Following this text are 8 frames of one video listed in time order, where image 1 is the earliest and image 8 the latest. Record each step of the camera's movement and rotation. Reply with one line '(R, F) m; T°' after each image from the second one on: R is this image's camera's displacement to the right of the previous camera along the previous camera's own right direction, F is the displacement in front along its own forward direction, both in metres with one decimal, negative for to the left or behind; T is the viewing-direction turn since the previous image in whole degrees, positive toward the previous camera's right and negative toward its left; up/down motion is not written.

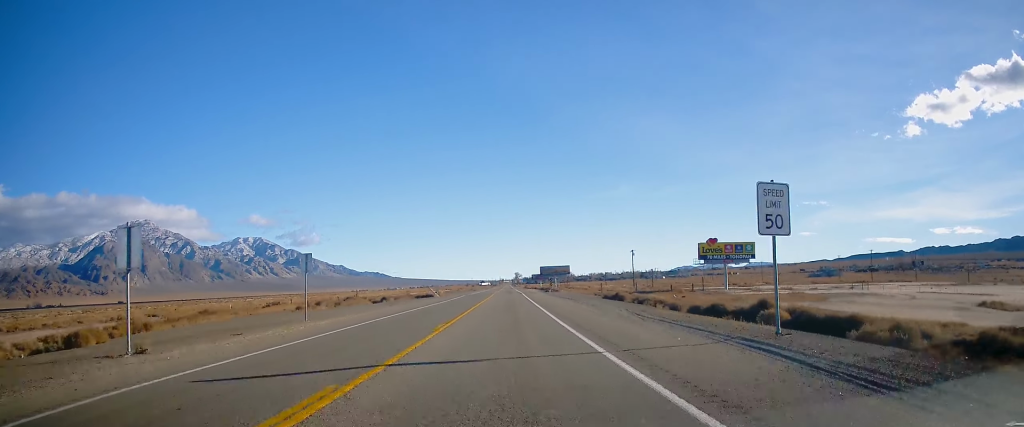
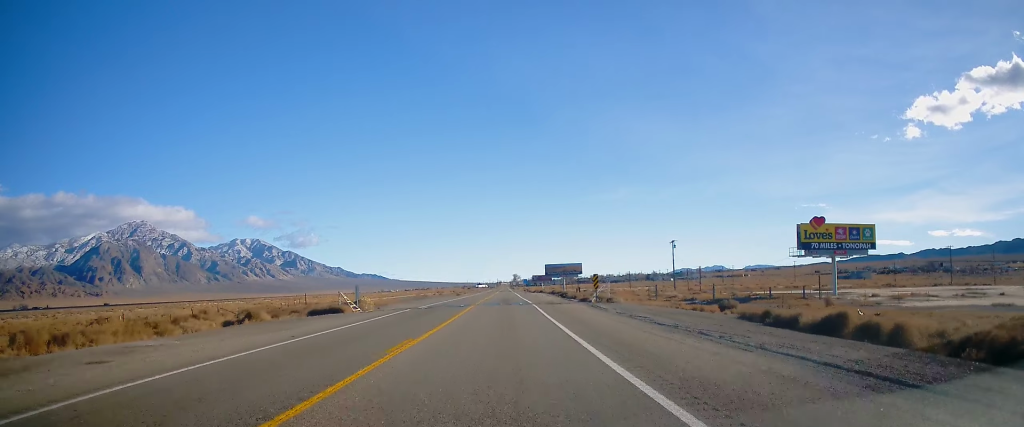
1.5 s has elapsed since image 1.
(-0.4, +42.3) m; 0°
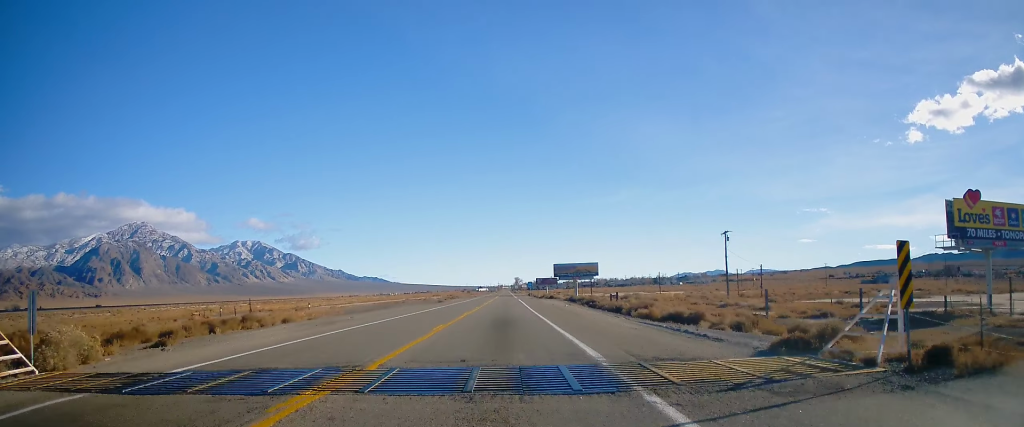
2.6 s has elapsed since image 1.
(+0.5, +29.6) m; 0°
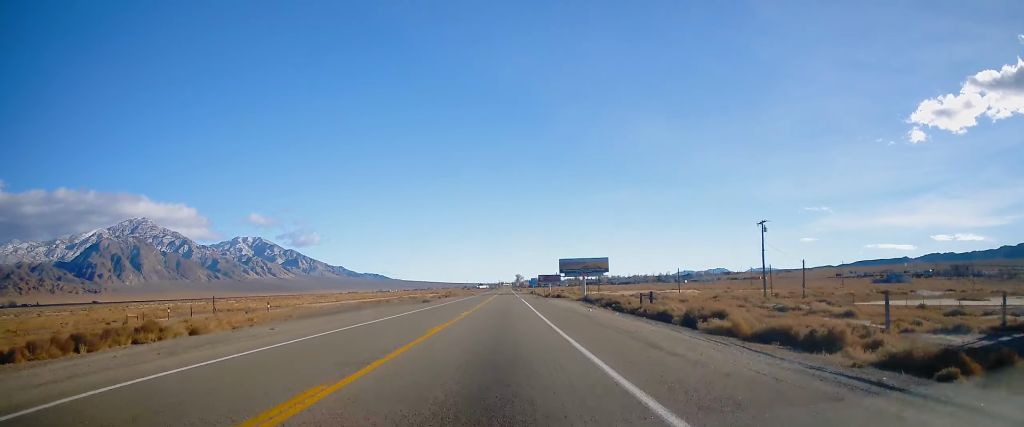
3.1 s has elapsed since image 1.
(-0.3, +13.5) m; 0°
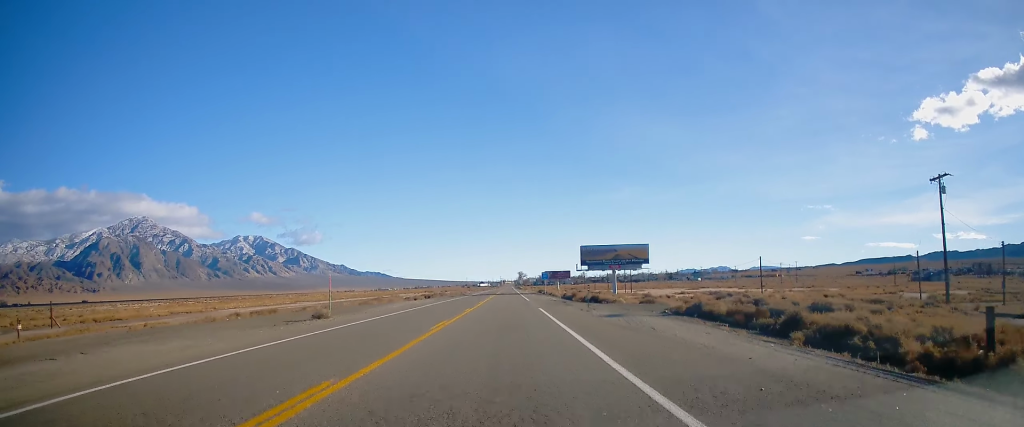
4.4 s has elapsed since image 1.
(+0.1, +36.5) m; +1°
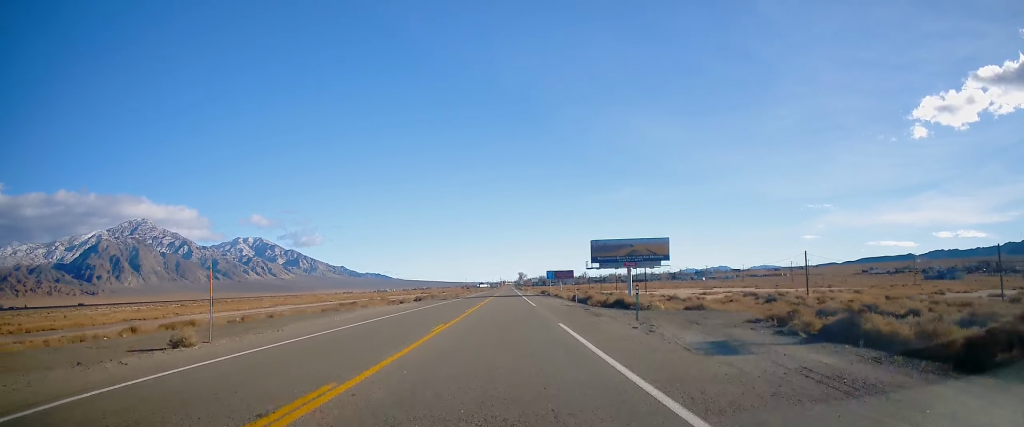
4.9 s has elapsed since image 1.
(+0.1, +12.3) m; -1°
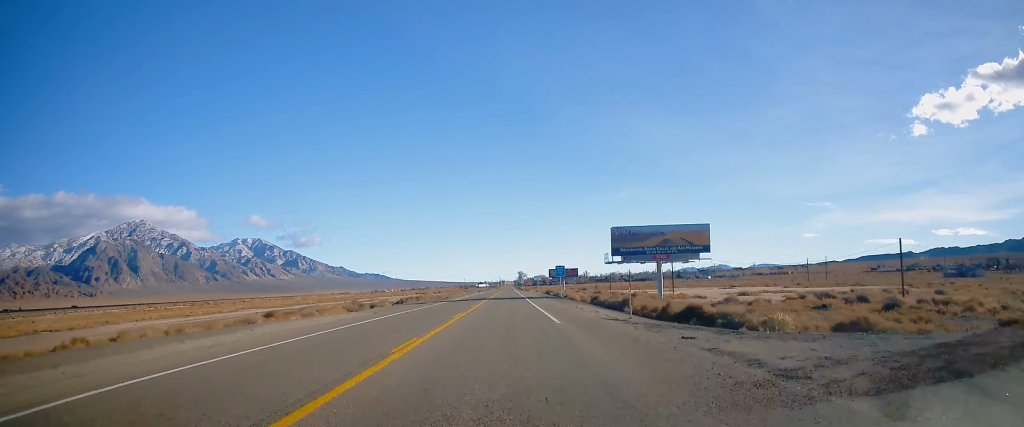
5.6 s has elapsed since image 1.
(0.0, +17.6) m; -1°
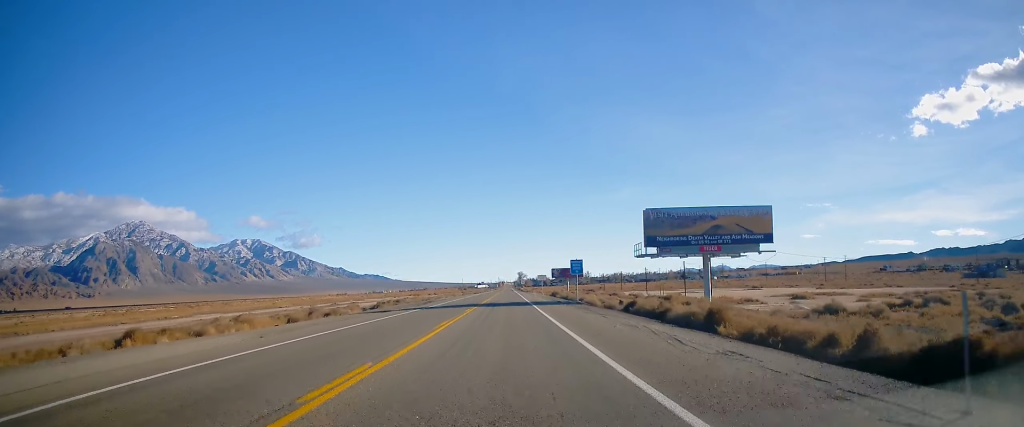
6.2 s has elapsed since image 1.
(-0.5, +16.8) m; 0°
